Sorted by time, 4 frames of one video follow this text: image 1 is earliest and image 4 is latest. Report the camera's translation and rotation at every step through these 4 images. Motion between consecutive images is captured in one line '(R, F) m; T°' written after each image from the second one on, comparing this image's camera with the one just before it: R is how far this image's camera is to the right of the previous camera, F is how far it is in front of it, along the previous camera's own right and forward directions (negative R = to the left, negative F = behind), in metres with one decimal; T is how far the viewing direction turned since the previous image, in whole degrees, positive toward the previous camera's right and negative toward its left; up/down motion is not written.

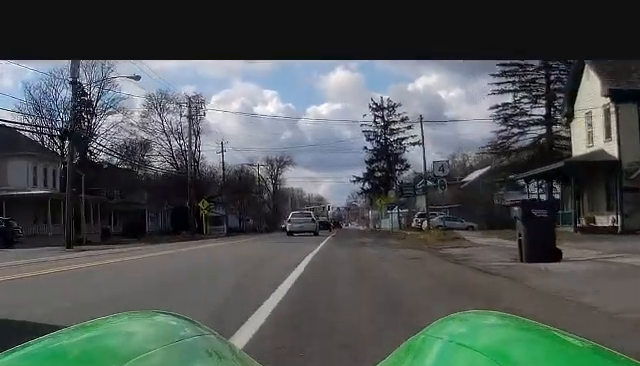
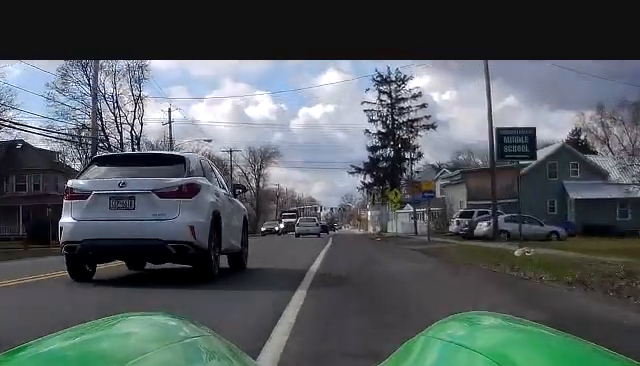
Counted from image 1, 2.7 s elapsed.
(+0.1, +27.7) m; 0°
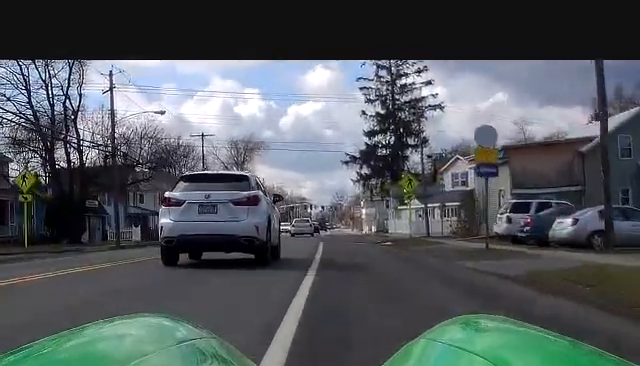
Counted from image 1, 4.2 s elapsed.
(0.0, +15.6) m; 0°
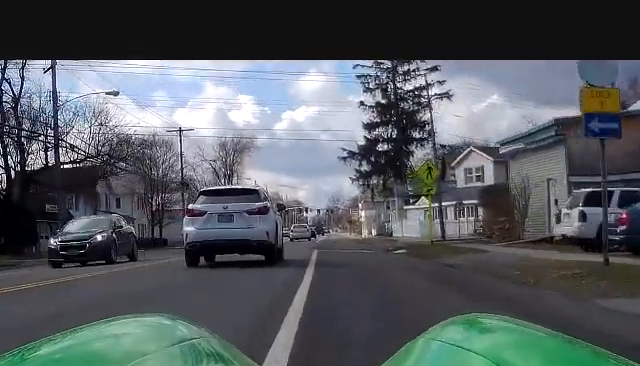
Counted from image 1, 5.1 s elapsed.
(0.0, +10.0) m; 0°
